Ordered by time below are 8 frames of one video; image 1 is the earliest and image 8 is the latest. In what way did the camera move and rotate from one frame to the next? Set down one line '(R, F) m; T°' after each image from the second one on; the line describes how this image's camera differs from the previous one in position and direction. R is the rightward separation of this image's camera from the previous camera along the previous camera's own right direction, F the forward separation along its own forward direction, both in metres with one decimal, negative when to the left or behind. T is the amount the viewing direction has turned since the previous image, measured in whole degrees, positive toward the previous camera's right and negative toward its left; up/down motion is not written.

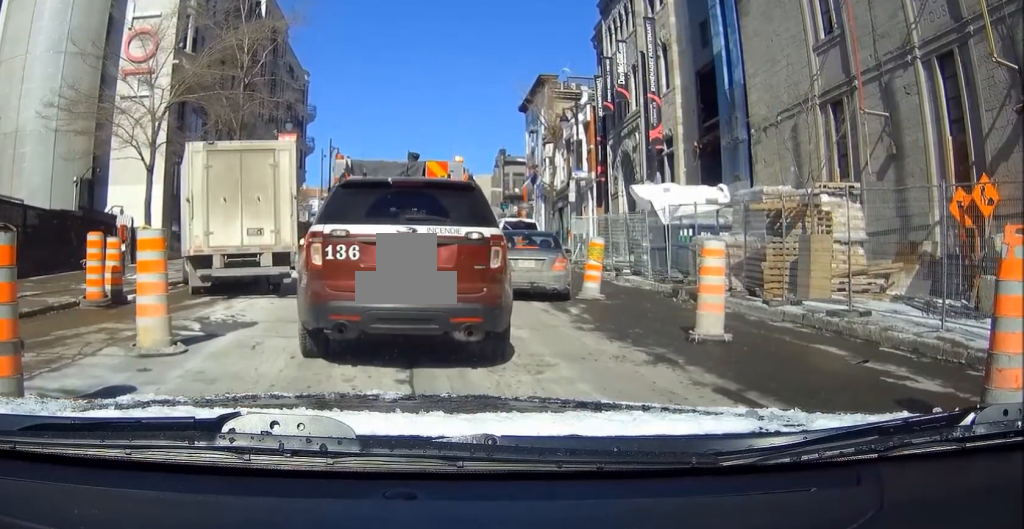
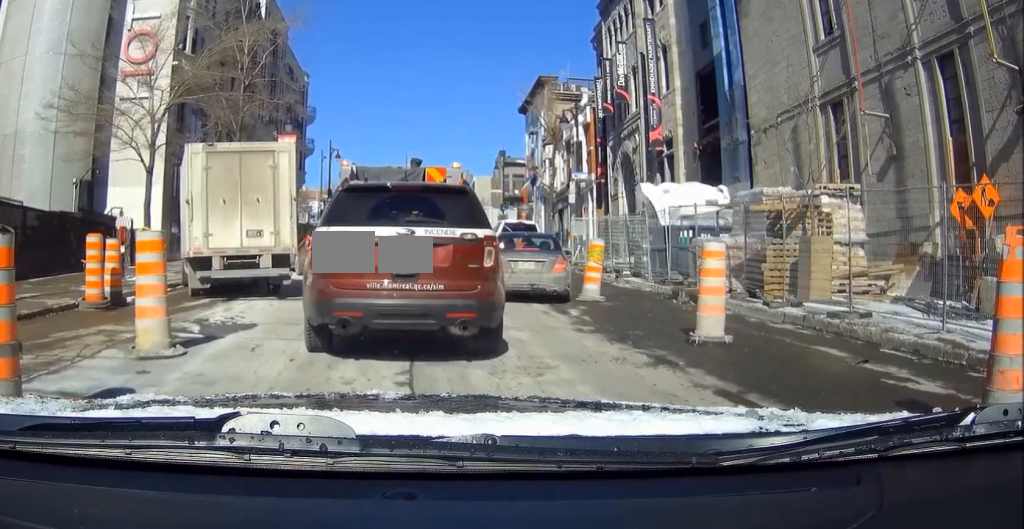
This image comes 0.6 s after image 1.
(0.0, +1.1) m; 0°
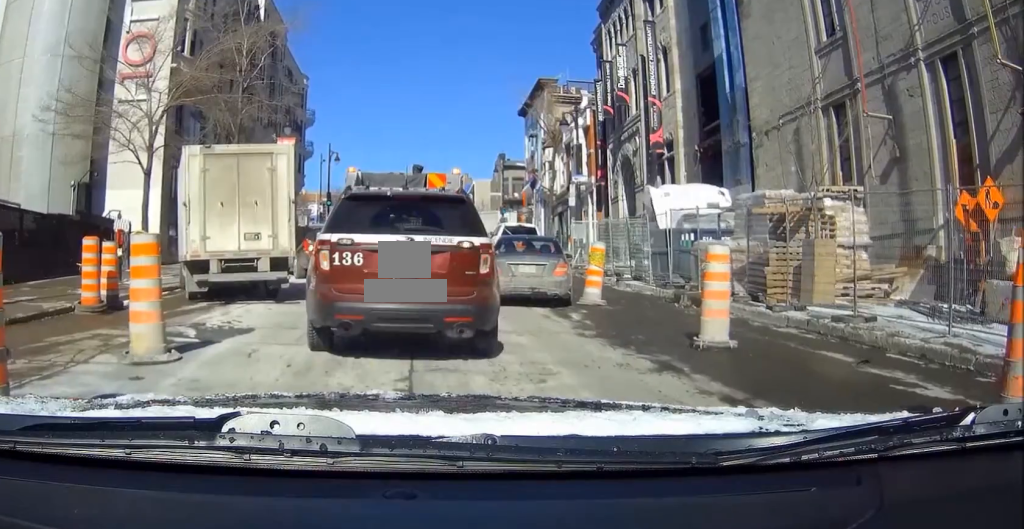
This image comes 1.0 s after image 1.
(0.0, +0.8) m; 0°
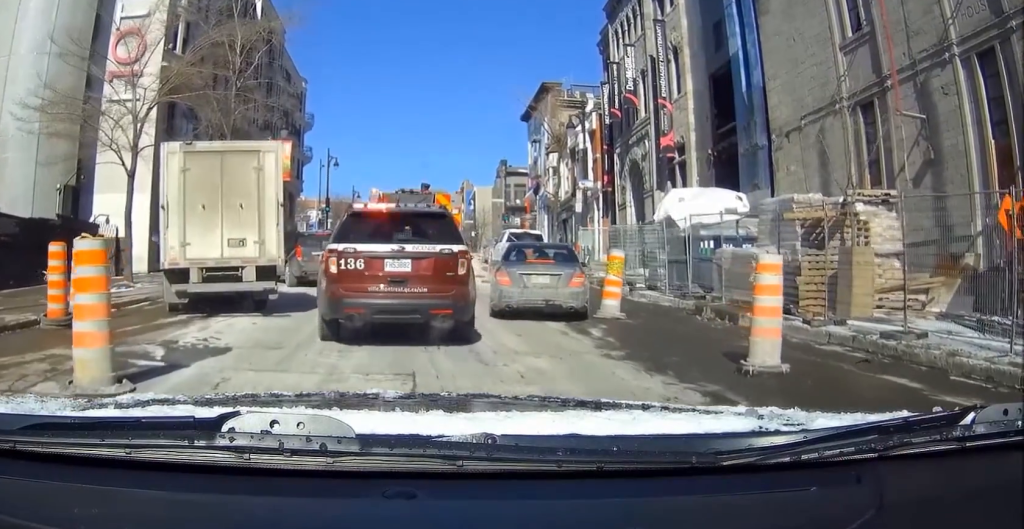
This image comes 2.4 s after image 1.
(0.0, +3.2) m; 0°
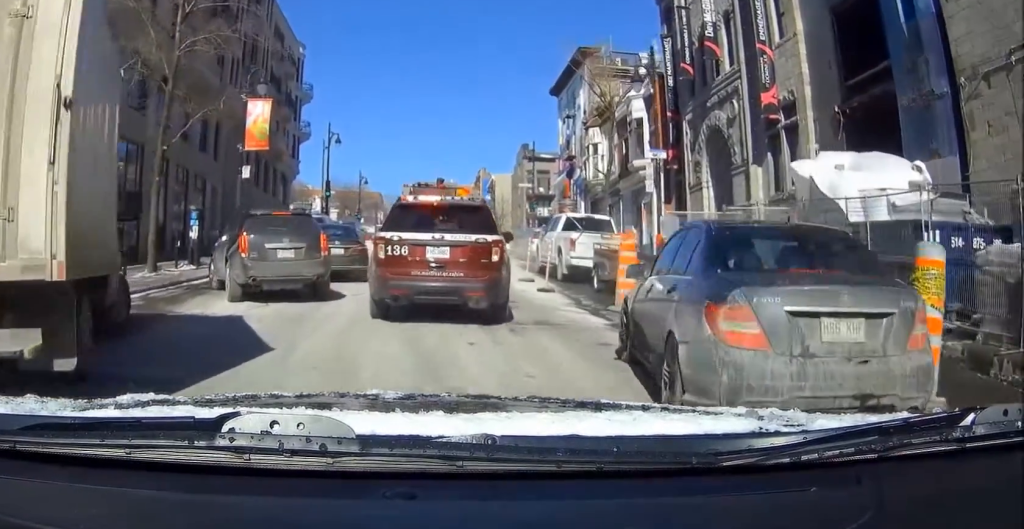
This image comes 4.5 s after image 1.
(+0.4, +7.5) m; +7°
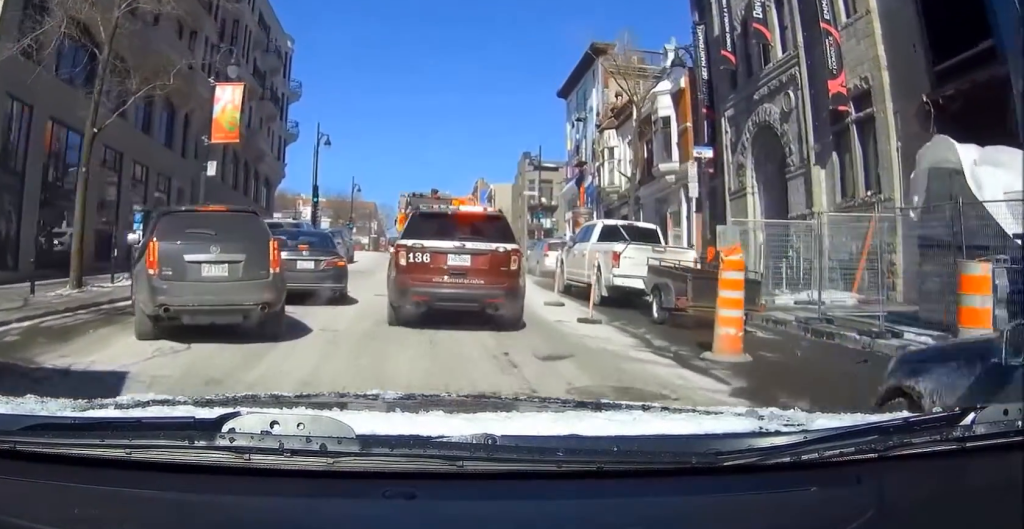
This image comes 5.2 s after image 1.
(+0.1, +3.4) m; +1°
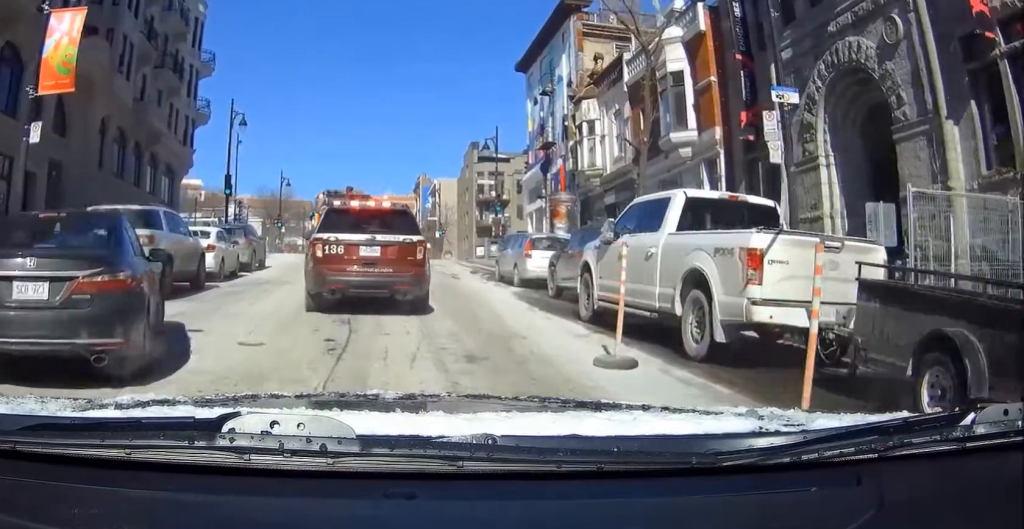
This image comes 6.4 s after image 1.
(0.0, +6.9) m; 0°
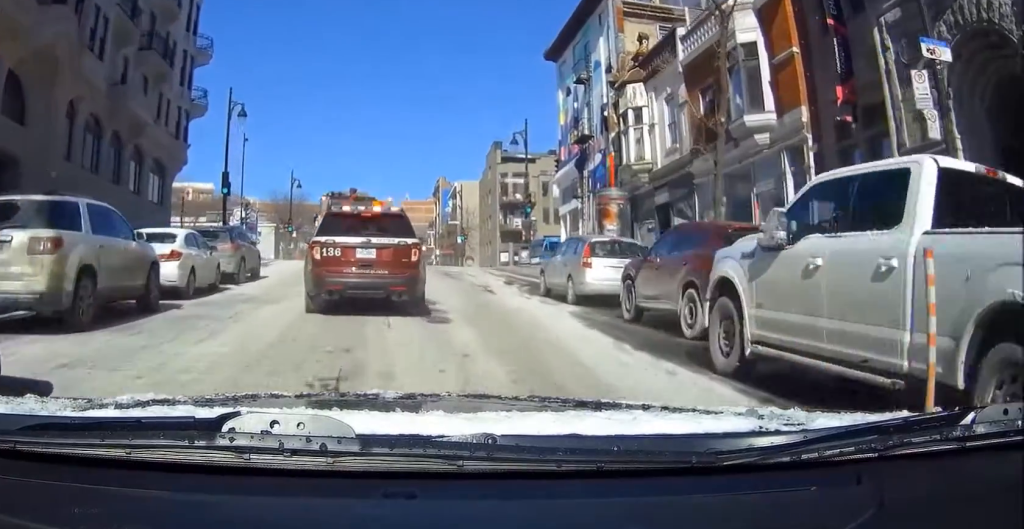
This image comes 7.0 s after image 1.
(0.0, +3.6) m; 0°
